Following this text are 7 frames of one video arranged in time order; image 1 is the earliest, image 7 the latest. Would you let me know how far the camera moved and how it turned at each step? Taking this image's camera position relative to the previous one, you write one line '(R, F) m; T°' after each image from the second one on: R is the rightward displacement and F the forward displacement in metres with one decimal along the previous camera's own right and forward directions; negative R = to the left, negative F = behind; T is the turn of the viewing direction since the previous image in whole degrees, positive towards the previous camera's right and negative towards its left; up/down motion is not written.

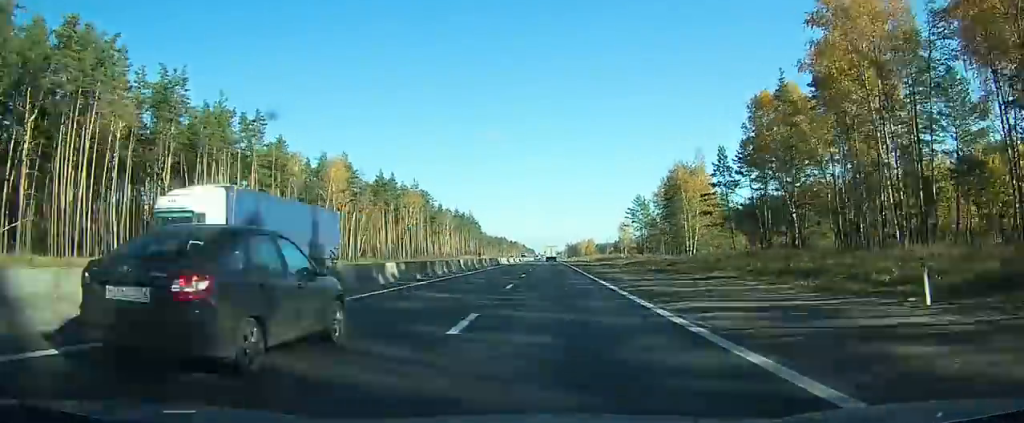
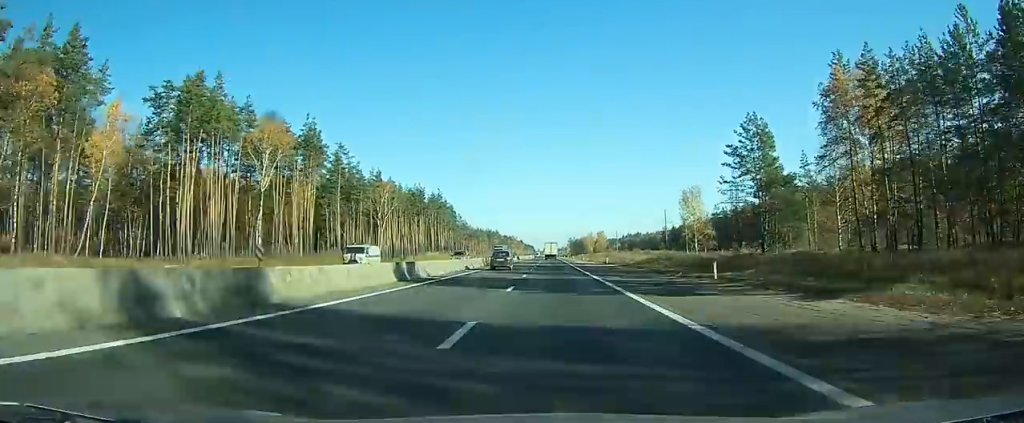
(-0.4, +88.9) m; 0°
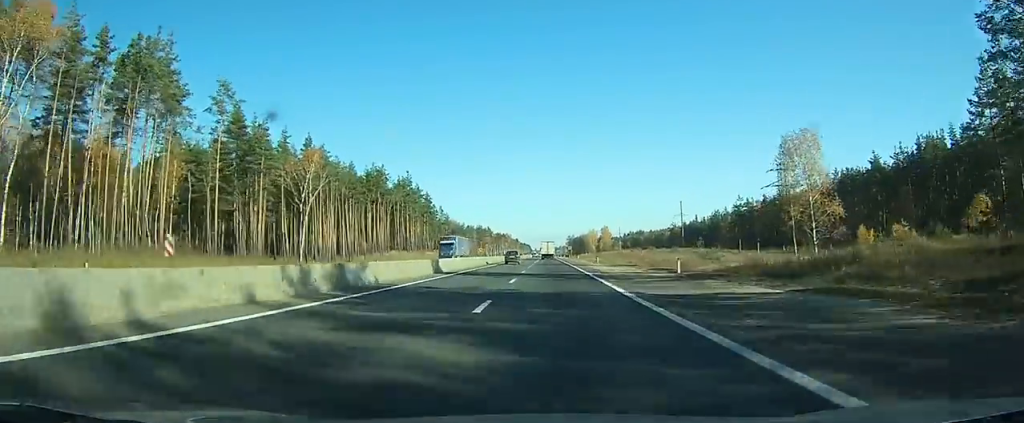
(-0.1, +43.4) m; 0°
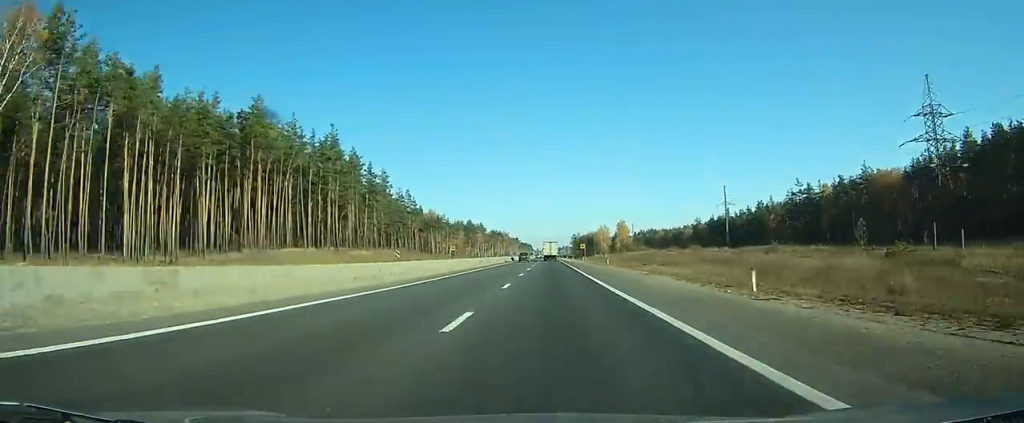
(-0.1, +60.9) m; 0°
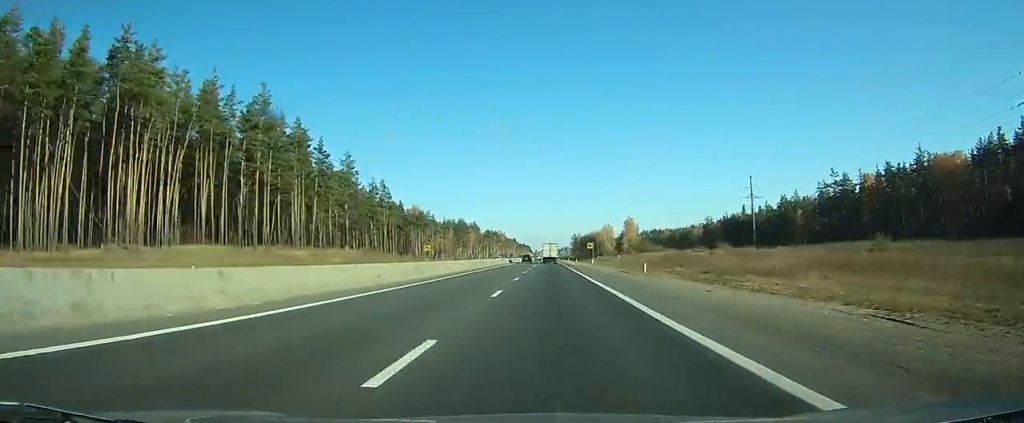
(+0.1, +26.9) m; 0°
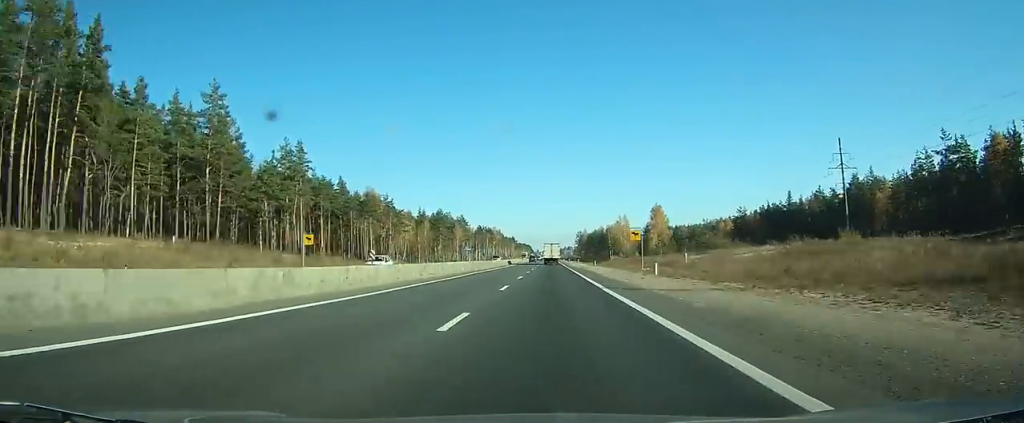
(+0.2, +57.2) m; 0°
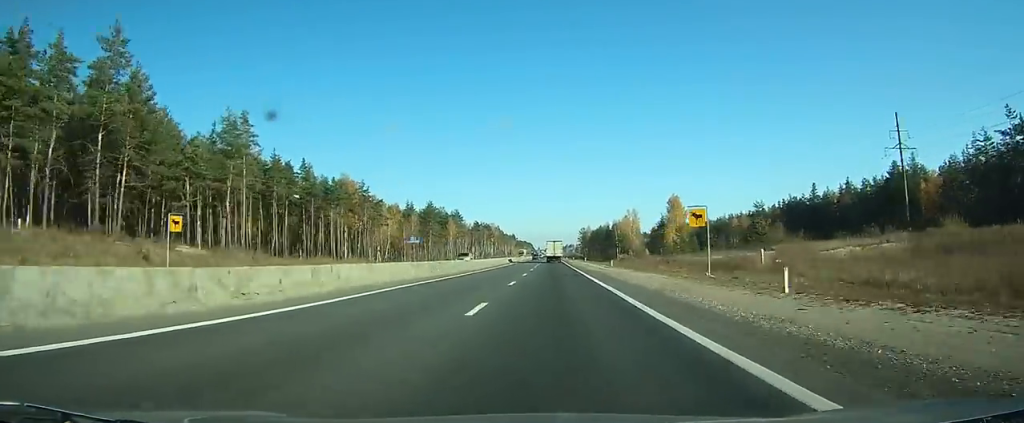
(0.0, +22.4) m; 0°
